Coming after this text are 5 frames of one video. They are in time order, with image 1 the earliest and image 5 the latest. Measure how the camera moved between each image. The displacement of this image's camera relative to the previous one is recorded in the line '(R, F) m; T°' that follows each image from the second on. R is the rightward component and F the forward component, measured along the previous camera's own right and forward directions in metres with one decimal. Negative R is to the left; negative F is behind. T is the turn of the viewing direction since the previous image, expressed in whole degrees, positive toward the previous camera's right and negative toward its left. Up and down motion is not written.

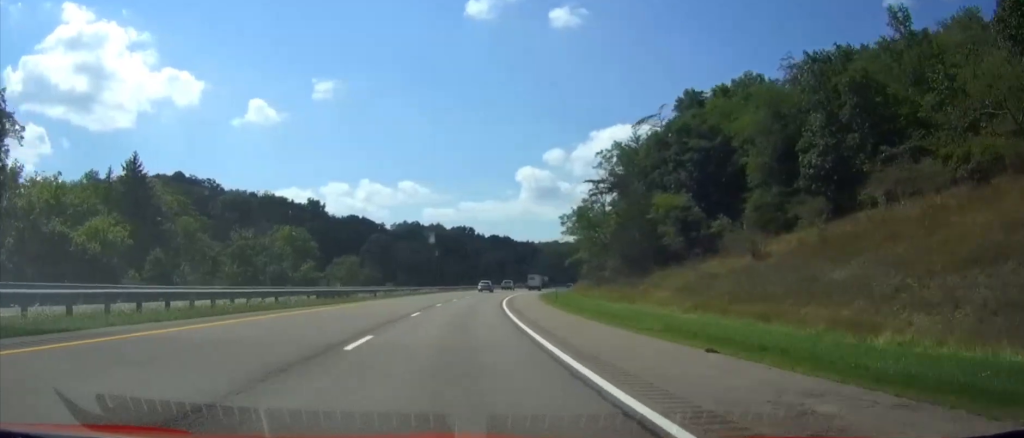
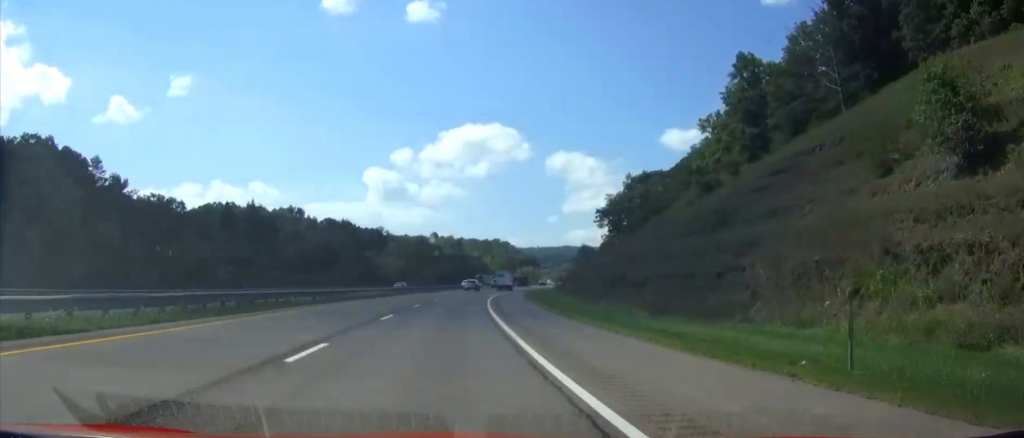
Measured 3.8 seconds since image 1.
(+15.6, +127.6) m; +14°
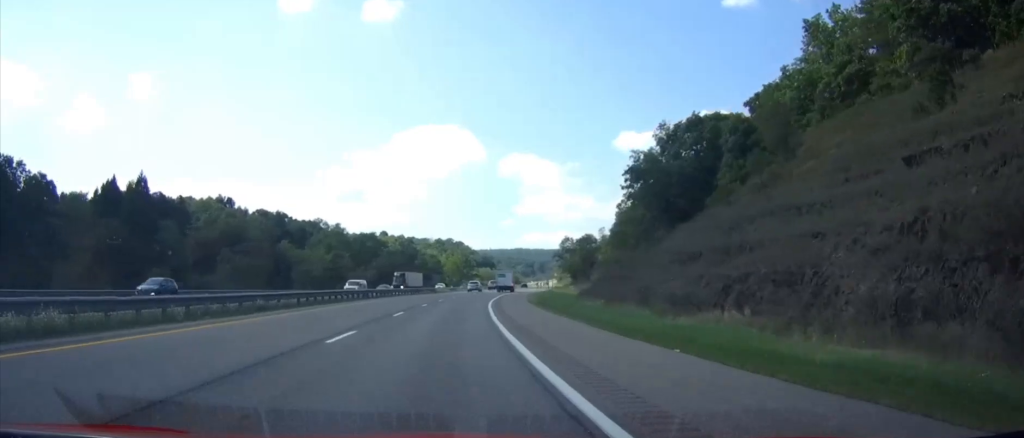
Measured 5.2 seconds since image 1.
(+1.8, +46.8) m; +4°
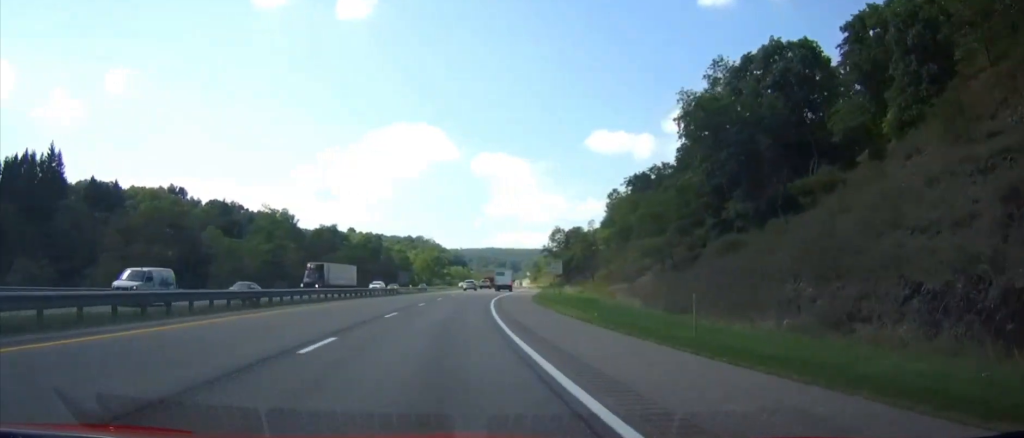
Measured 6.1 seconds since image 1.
(+0.6, +27.8) m; +3°
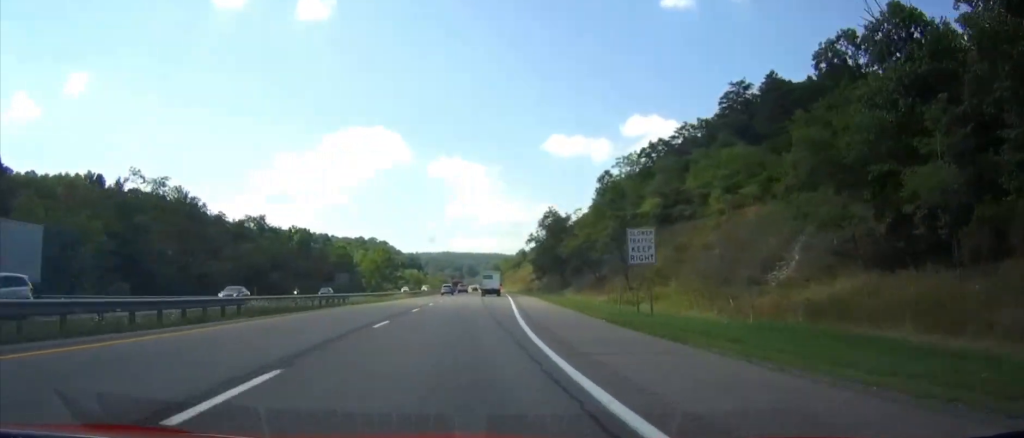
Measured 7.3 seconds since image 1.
(+1.9, +42.4) m; +4°
